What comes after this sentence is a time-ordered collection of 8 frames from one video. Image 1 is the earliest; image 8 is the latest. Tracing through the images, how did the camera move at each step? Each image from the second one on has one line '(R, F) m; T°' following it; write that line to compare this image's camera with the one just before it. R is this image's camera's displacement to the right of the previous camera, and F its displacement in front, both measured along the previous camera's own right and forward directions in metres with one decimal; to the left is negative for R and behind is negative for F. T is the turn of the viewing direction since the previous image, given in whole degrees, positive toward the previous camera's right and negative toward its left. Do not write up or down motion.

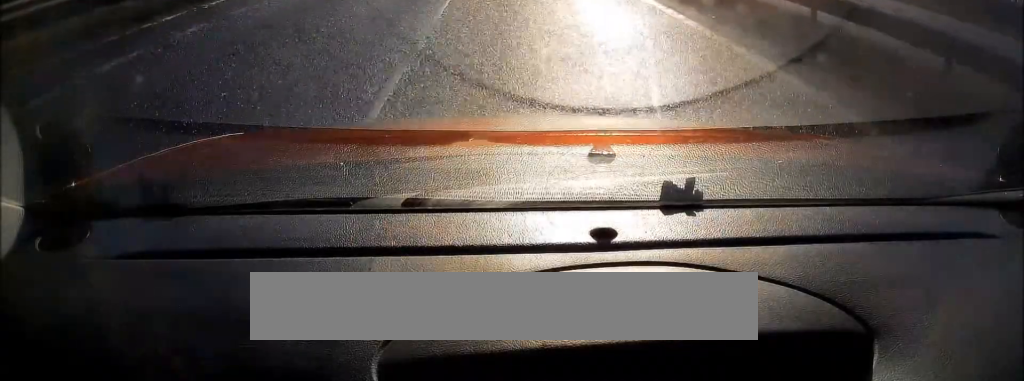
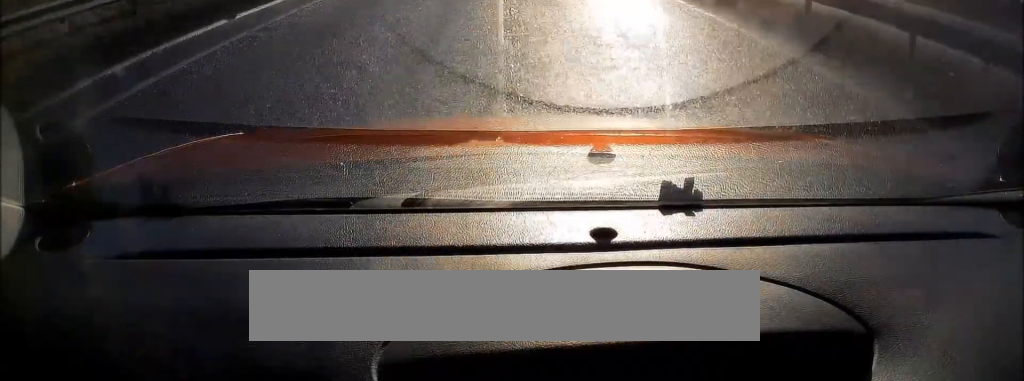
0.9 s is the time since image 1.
(-0.3, +25.0) m; -1°
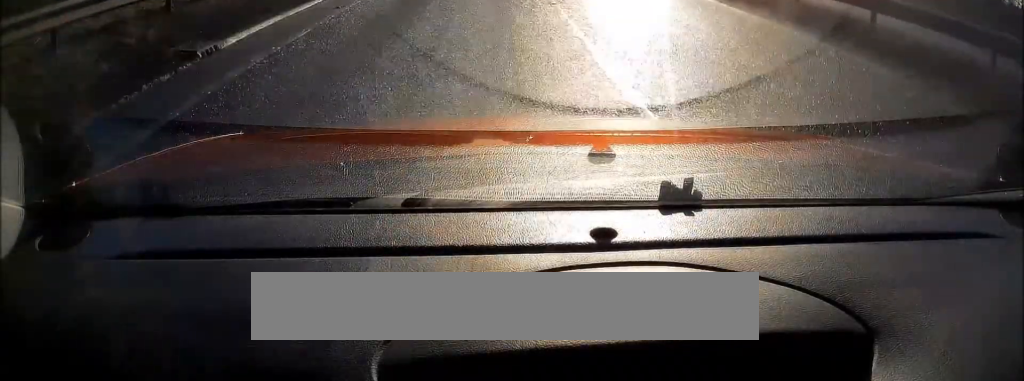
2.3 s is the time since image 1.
(-0.4, +34.9) m; -1°
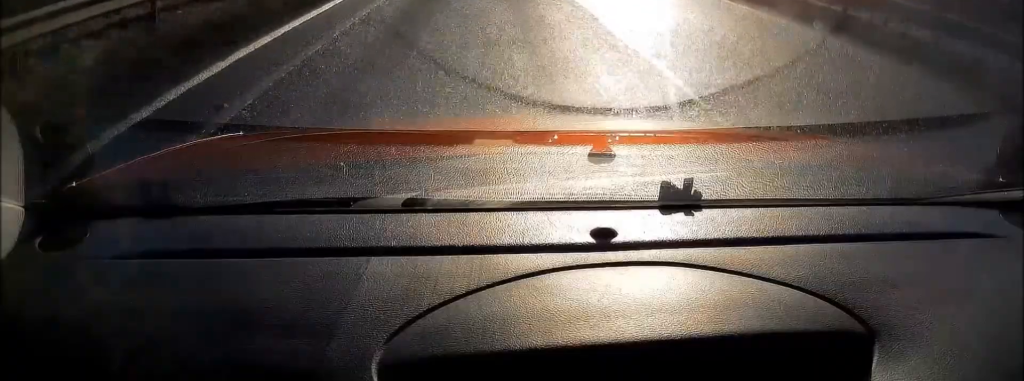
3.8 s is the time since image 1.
(-0.3, +37.7) m; 0°
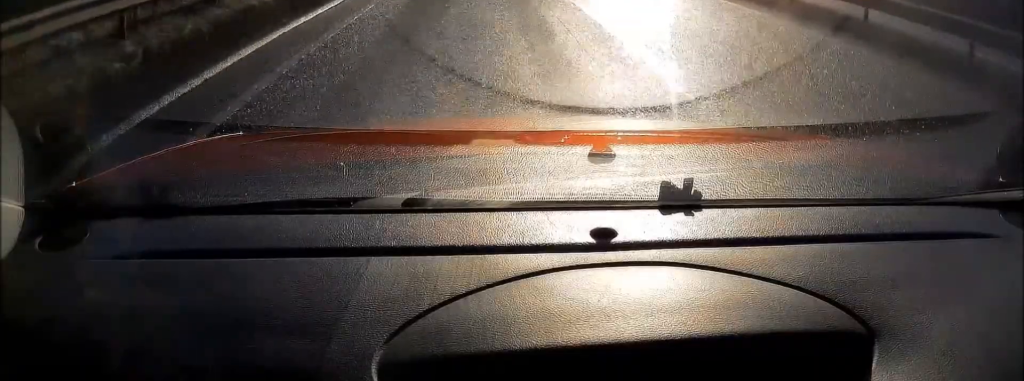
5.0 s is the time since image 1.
(+0.1, +34.2) m; 0°
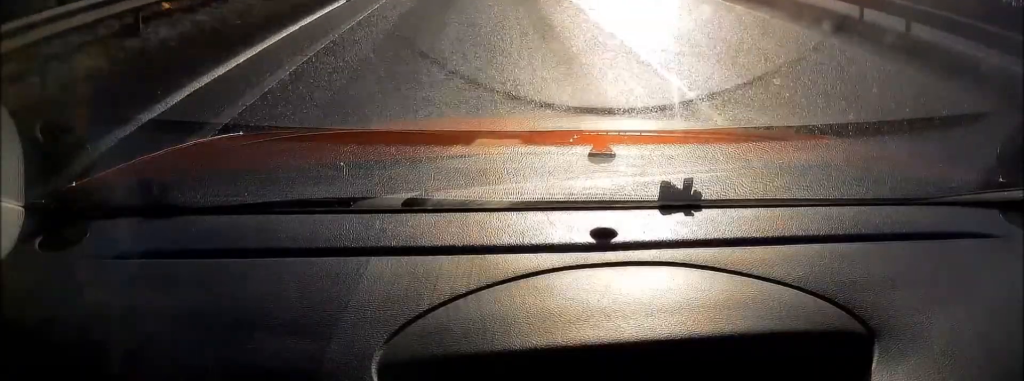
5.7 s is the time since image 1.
(+0.2, +21.7) m; 0°
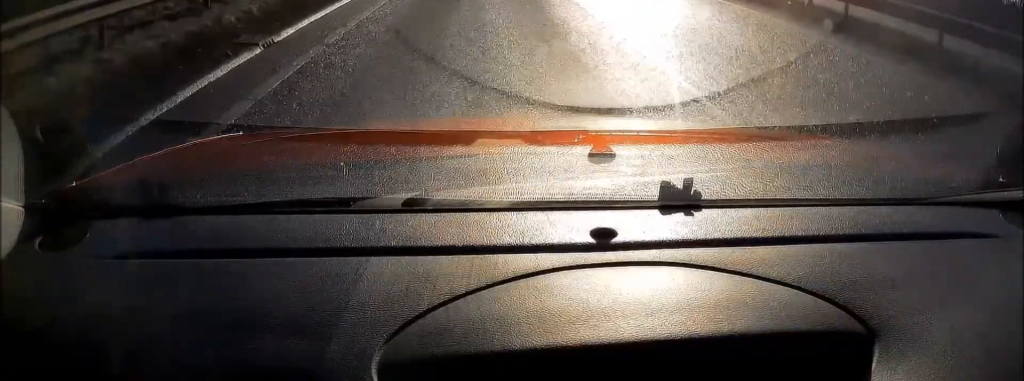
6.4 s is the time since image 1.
(-0.1, +20.4) m; 0°
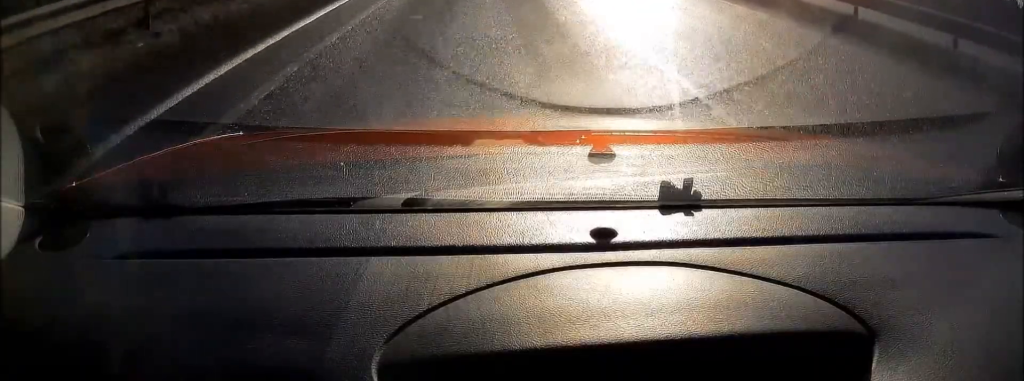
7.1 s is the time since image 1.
(-0.1, +21.8) m; 0°
